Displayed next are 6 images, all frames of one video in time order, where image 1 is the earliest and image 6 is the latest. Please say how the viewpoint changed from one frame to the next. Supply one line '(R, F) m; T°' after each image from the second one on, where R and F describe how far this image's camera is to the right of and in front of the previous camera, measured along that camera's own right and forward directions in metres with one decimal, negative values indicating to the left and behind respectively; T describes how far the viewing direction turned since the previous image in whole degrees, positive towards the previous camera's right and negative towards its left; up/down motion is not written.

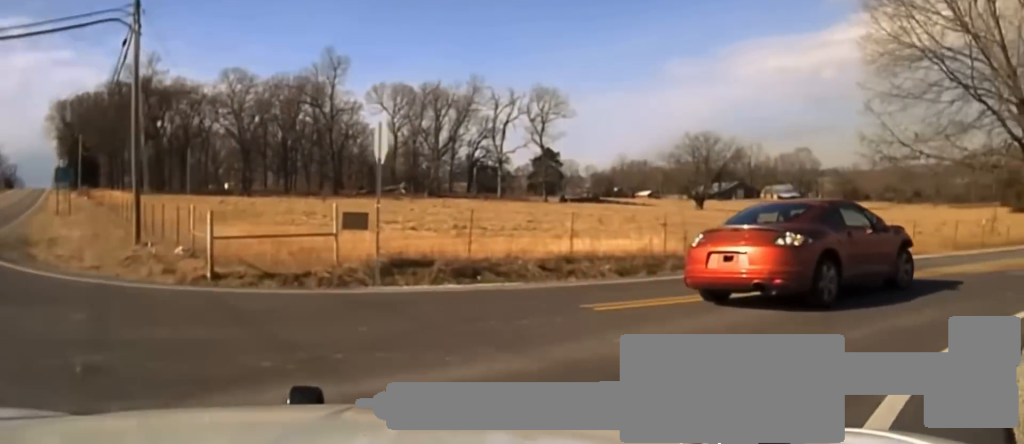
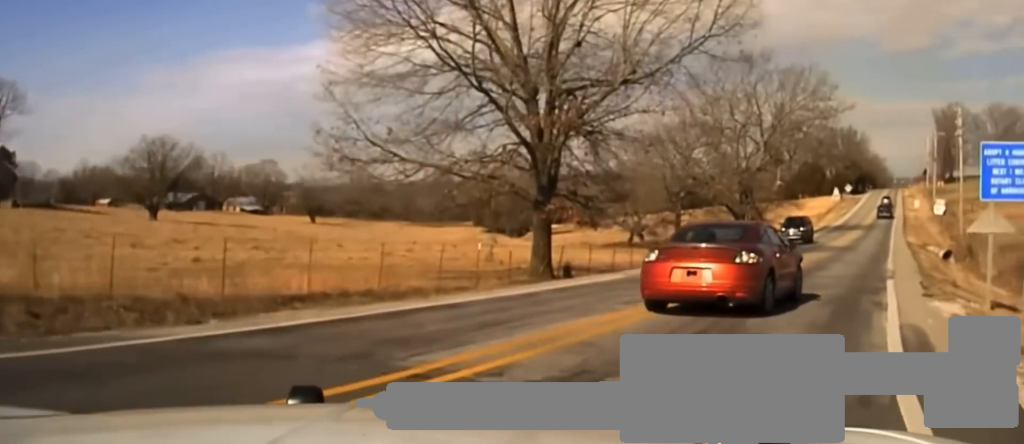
(+2.7, +9.9) m; +24°
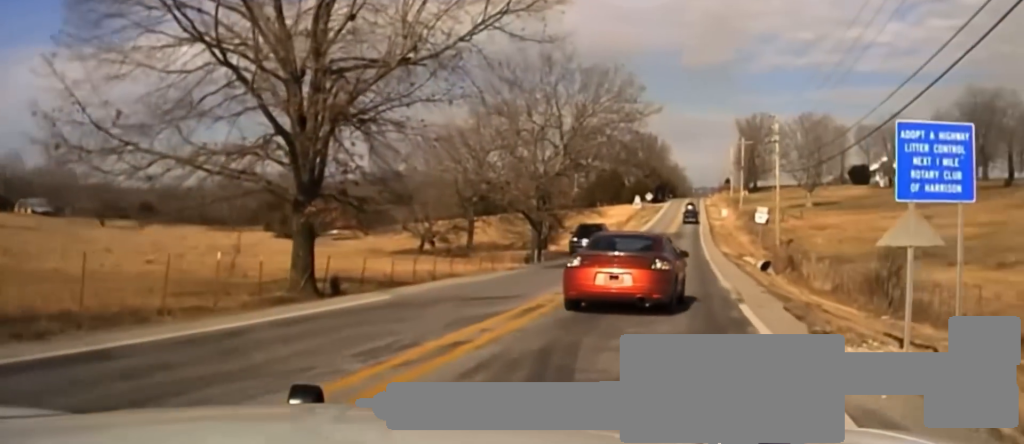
(+0.4, +4.5) m; +9°
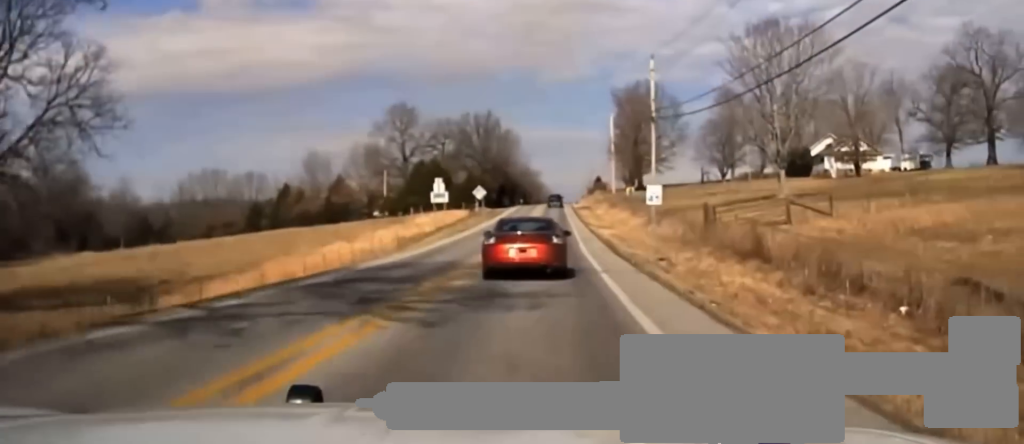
(+14.6, +57.4) m; +16°
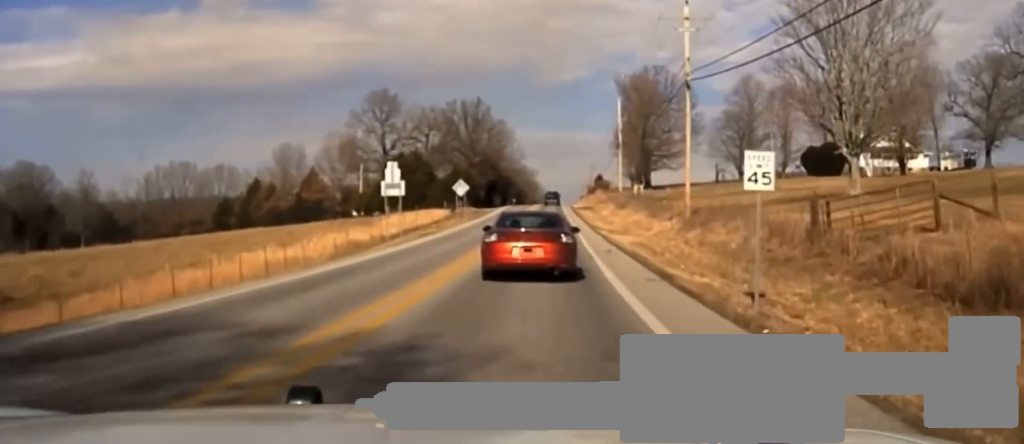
(0.0, +18.1) m; 0°
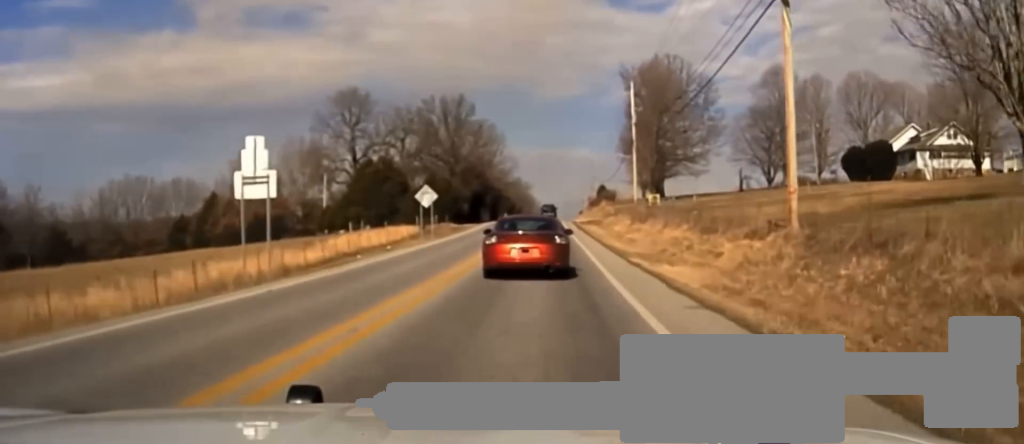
(-0.3, +24.7) m; 0°
